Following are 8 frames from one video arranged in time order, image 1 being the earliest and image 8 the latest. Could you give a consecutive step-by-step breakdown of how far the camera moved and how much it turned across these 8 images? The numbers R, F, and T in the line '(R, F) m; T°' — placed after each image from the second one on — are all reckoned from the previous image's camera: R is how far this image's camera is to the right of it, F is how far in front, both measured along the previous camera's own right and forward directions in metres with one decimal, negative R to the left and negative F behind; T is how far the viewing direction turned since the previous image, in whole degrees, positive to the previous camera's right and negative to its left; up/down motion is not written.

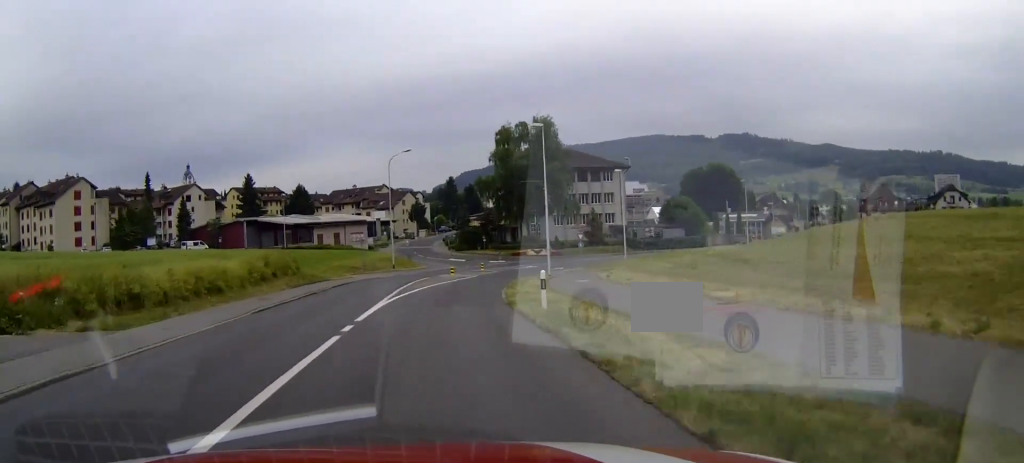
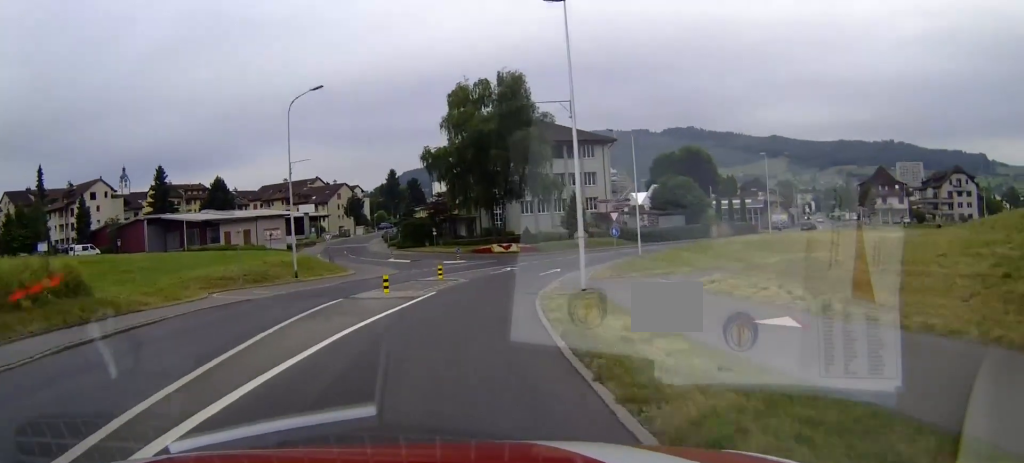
(-0.5, +24.9) m; +1°
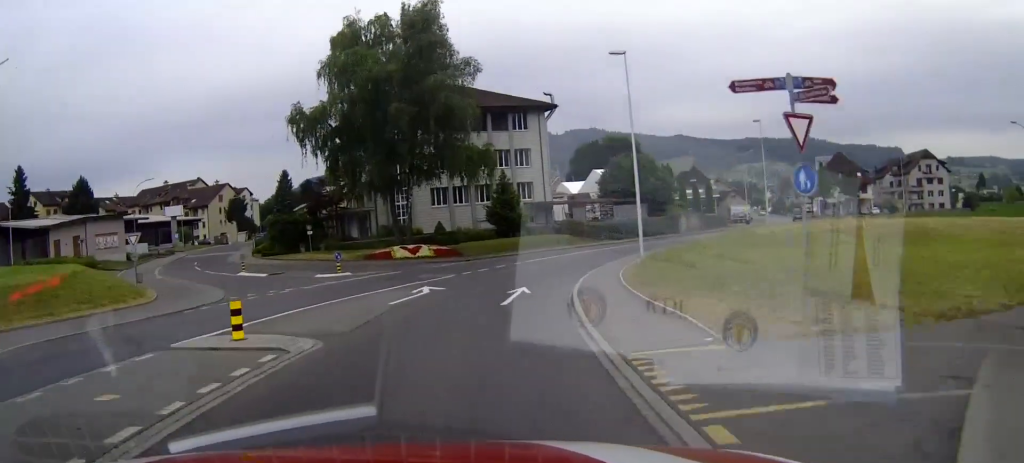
(+1.2, +23.7) m; +7°
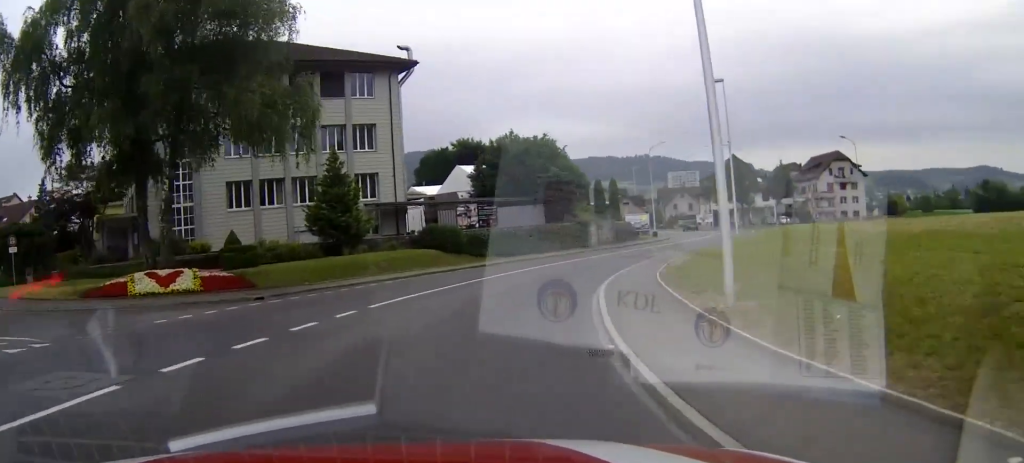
(+1.9, +22.8) m; +11°
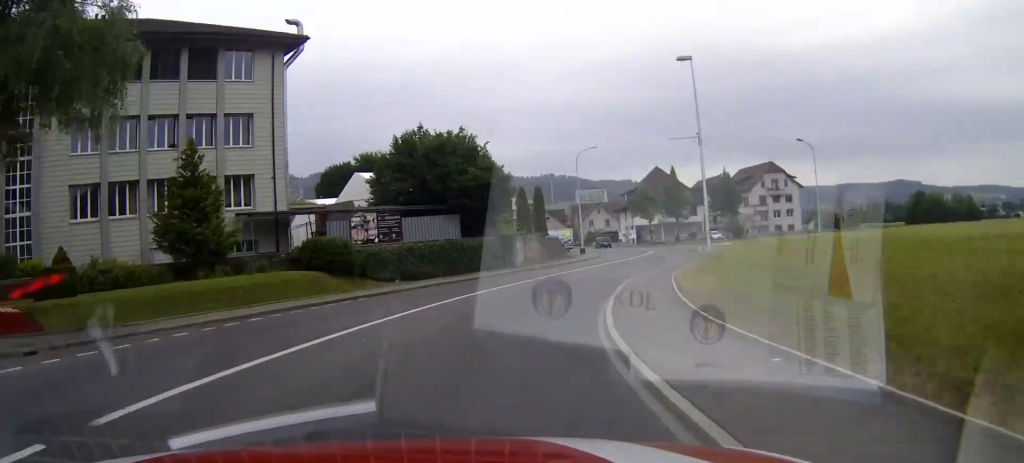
(-0.1, +9.8) m; +7°
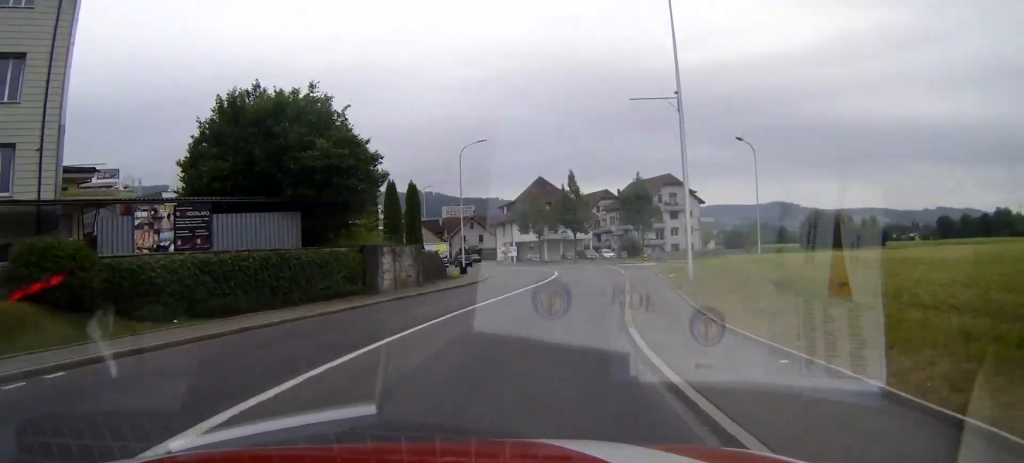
(+1.7, +13.1) m; +10°
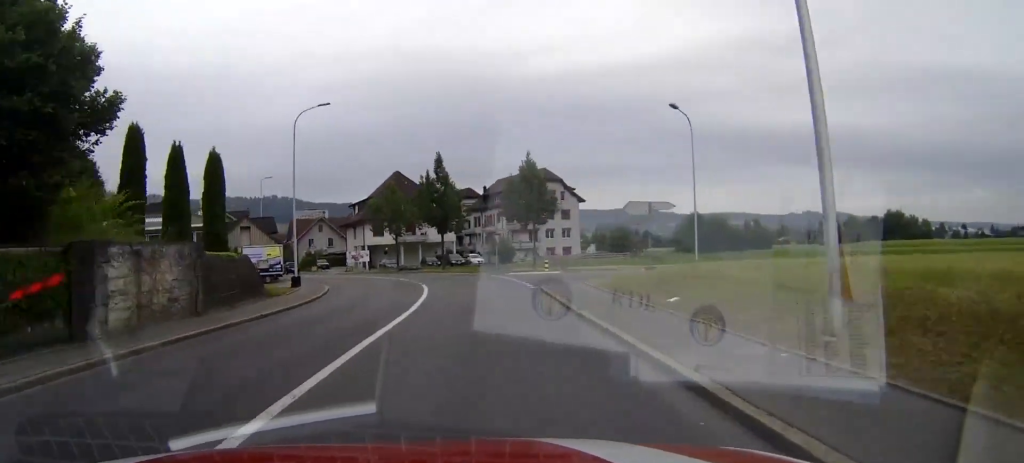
(+1.3, +14.9) m; +10°
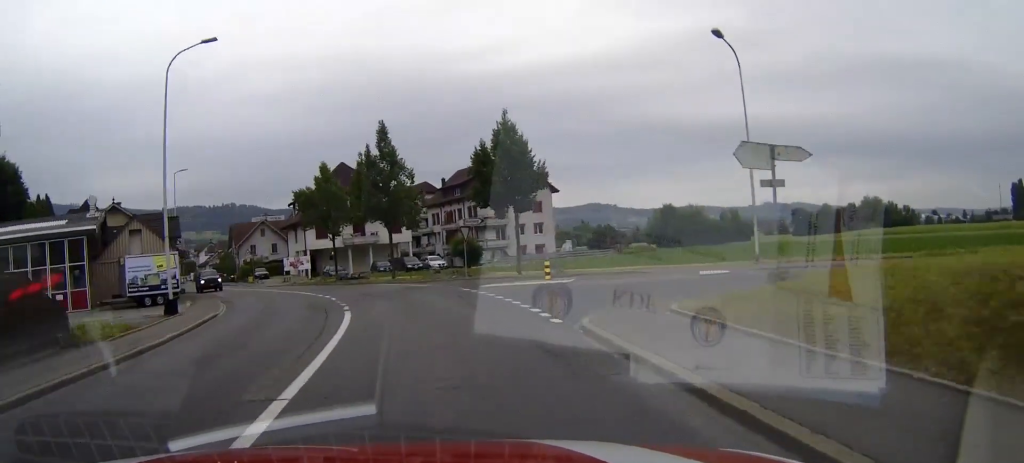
(+1.1, +14.3) m; +6°
